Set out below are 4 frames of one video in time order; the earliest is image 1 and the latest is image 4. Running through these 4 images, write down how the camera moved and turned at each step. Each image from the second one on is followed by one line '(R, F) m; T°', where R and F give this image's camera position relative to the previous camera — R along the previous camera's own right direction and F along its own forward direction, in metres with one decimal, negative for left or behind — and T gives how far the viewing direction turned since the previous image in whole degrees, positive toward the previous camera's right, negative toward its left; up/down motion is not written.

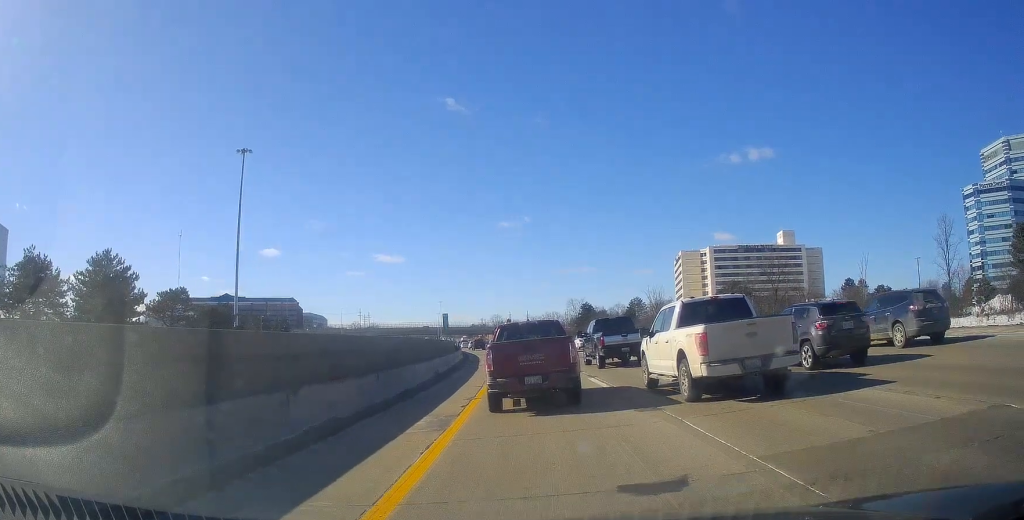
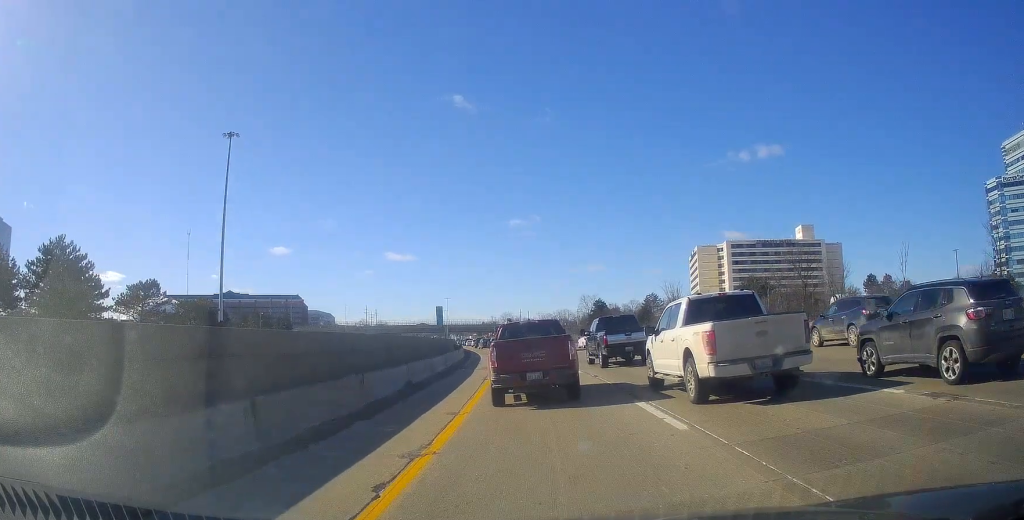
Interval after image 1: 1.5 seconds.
(+0.3, +8.9) m; 0°
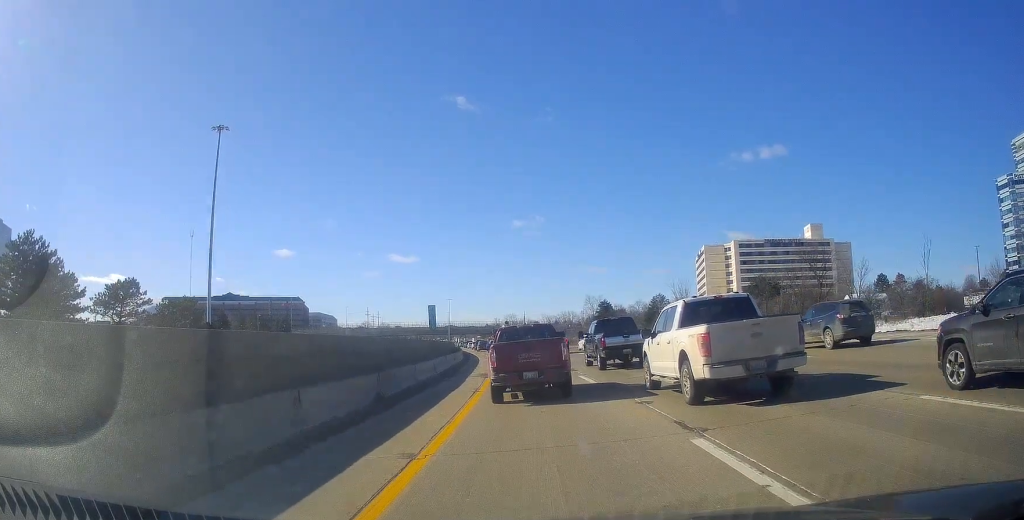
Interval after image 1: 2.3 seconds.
(-0.2, +5.5) m; -3°
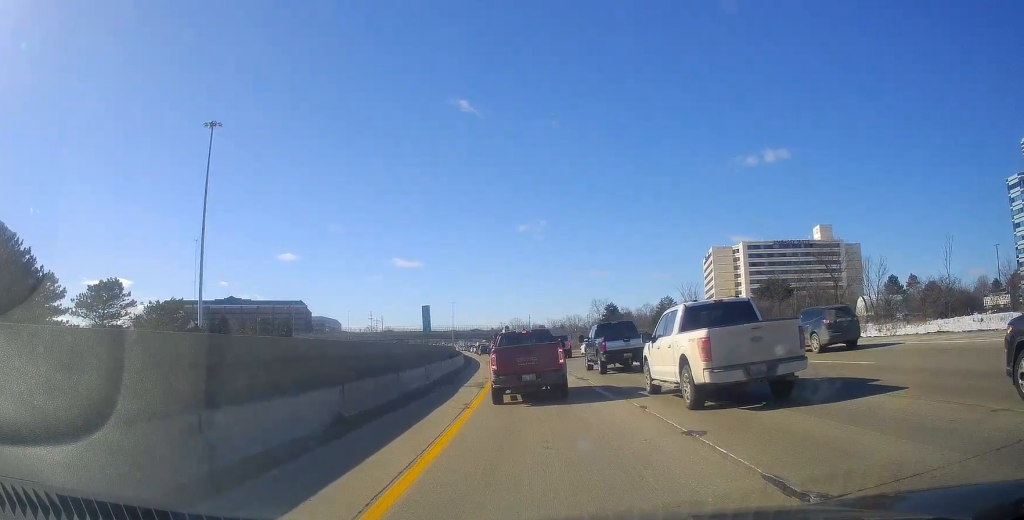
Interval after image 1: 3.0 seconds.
(+0.1, +4.8) m; -2°
